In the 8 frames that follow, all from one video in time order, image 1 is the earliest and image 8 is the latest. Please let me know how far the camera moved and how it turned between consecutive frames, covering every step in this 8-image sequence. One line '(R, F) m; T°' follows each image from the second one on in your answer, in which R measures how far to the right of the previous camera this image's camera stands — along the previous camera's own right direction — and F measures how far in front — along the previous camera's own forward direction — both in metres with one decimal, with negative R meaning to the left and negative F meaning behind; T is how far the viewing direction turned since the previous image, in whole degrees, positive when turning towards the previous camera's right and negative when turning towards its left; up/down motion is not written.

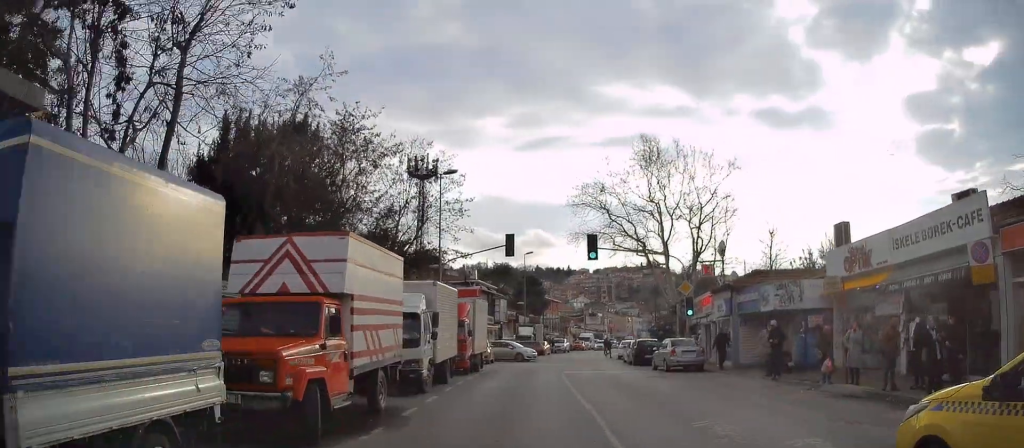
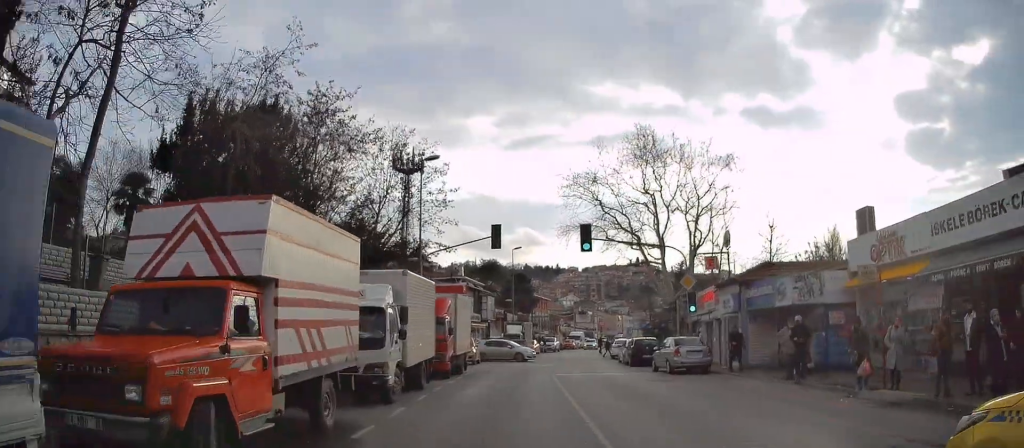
(+0.1, +2.2) m; 0°
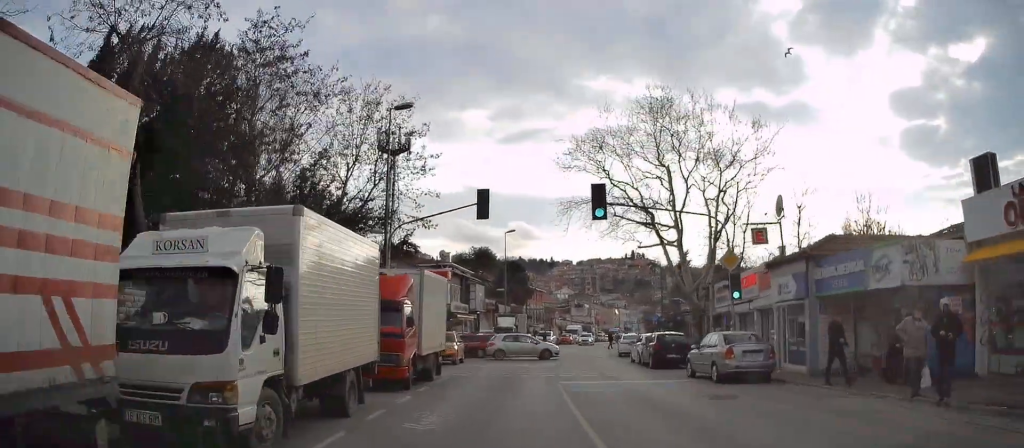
(-0.3, +6.3) m; -1°
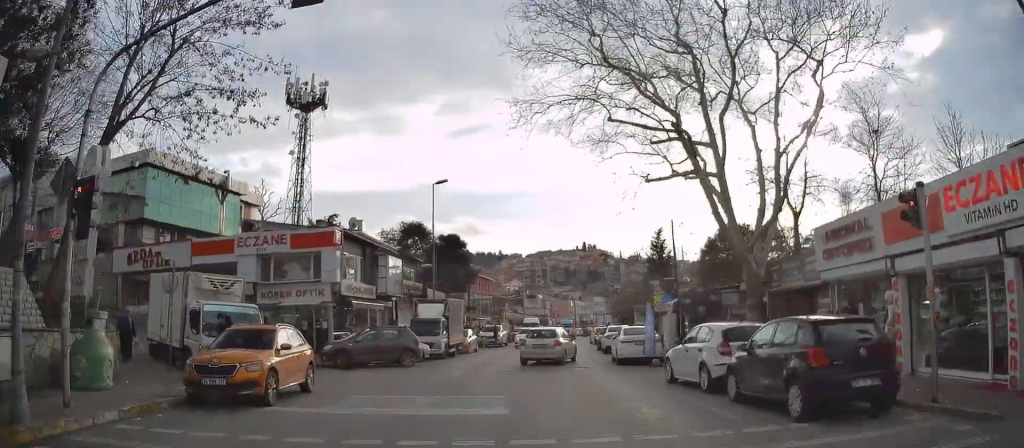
(+1.5, +16.9) m; +7°
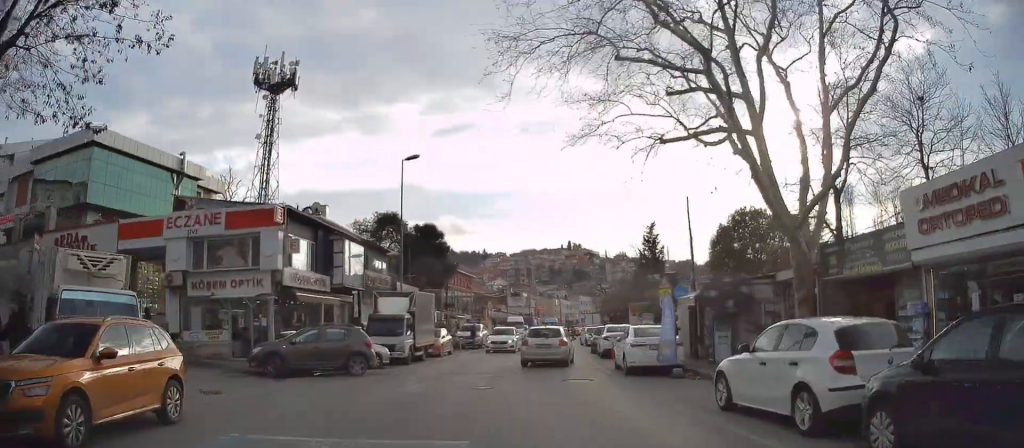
(-0.1, +5.4) m; -1°
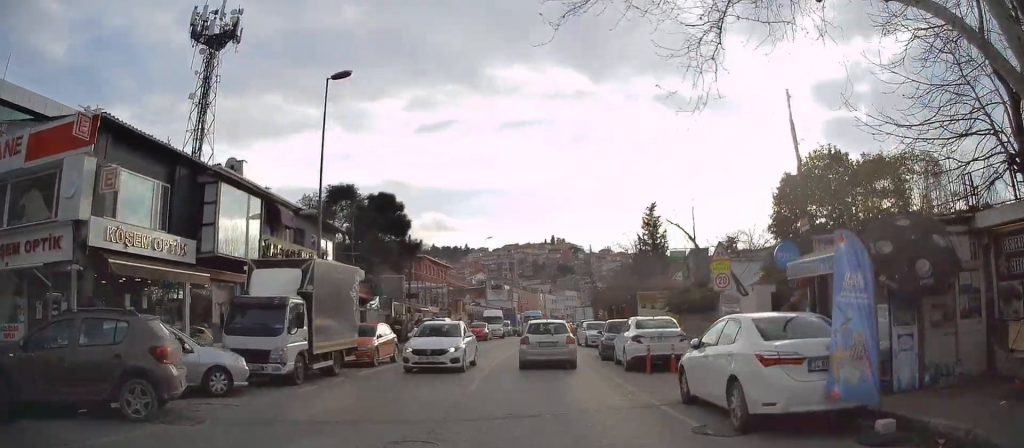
(-0.1, +10.9) m; +2°
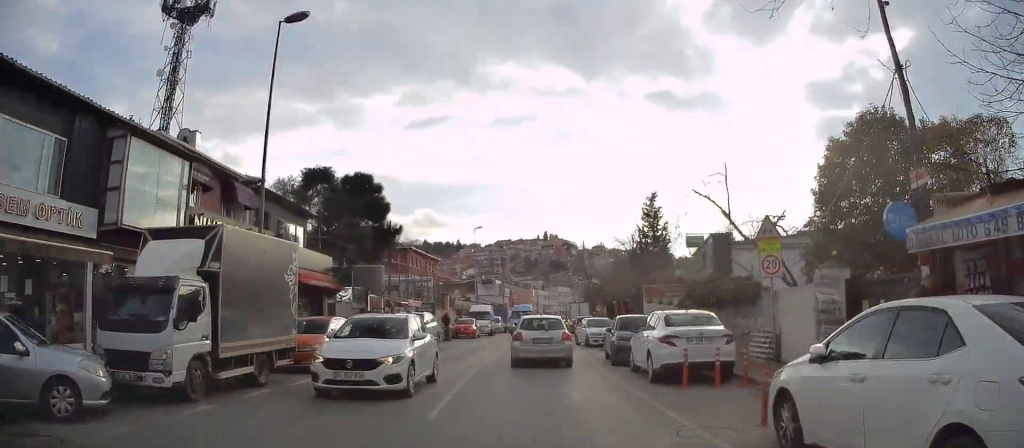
(+0.2, +4.4) m; +1°
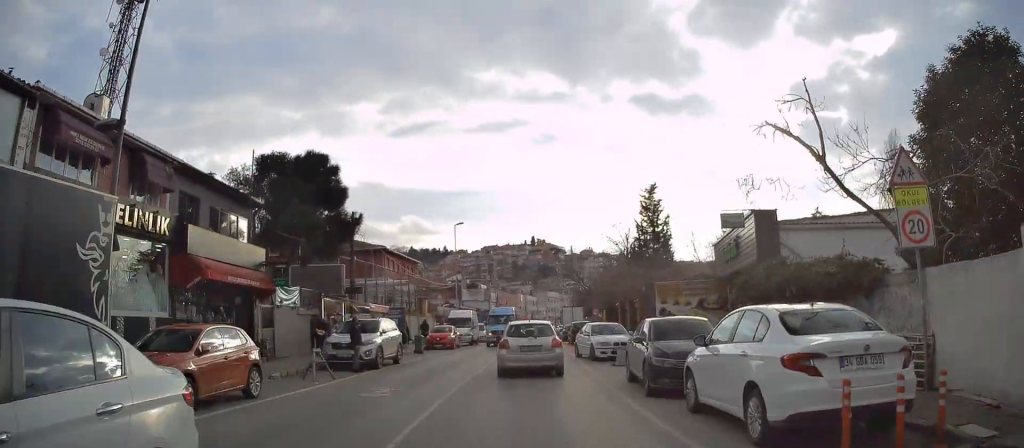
(+0.1, +6.5) m; +1°
